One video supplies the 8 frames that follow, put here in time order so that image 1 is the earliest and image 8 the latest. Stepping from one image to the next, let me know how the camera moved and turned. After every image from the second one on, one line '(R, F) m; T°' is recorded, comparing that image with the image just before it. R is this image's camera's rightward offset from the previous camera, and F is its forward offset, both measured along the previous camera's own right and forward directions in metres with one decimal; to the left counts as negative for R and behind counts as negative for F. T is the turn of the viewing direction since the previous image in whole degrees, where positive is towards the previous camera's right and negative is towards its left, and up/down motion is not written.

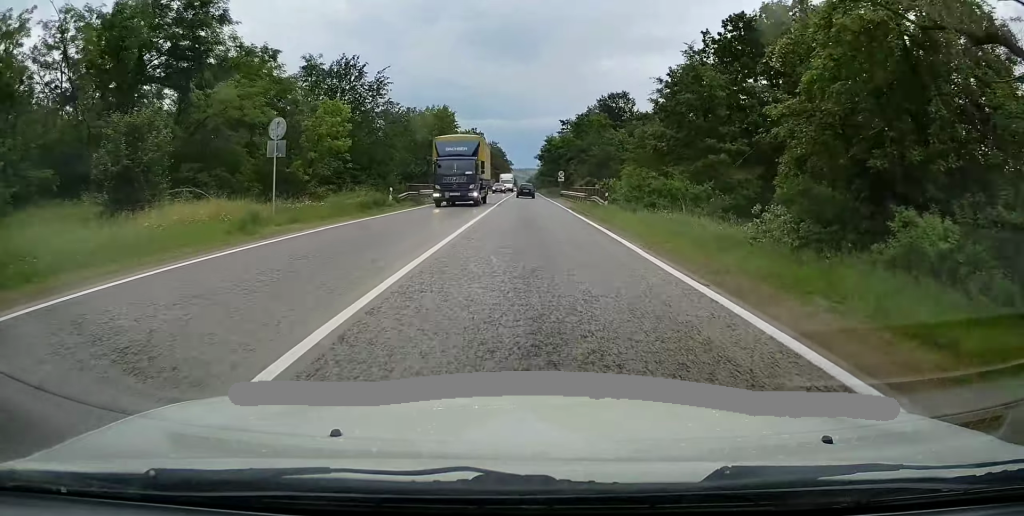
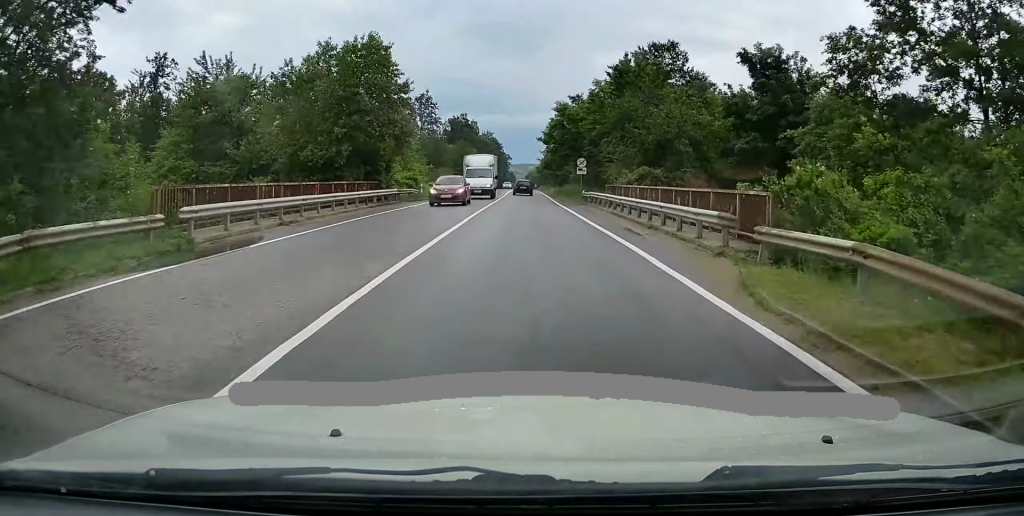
(0.0, +30.1) m; 0°
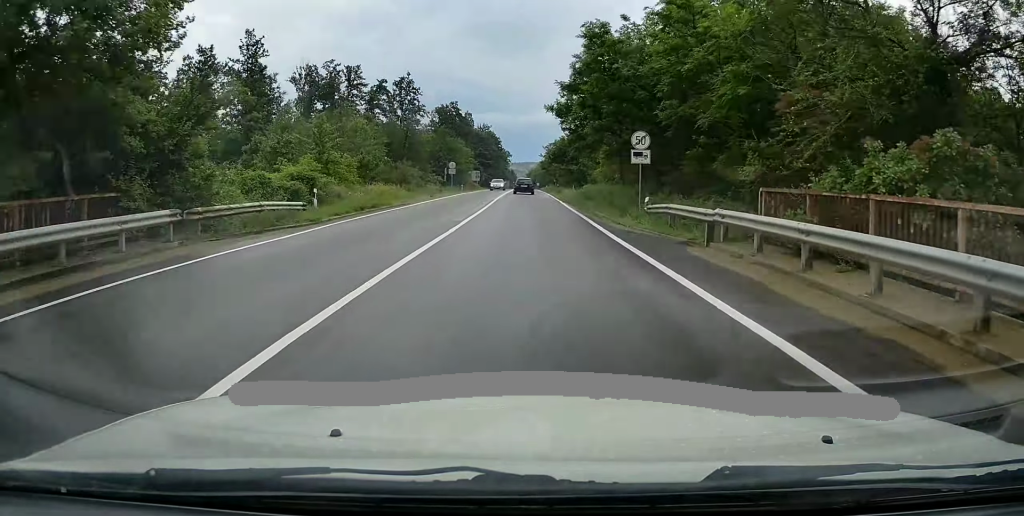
(0.0, +24.7) m; 0°
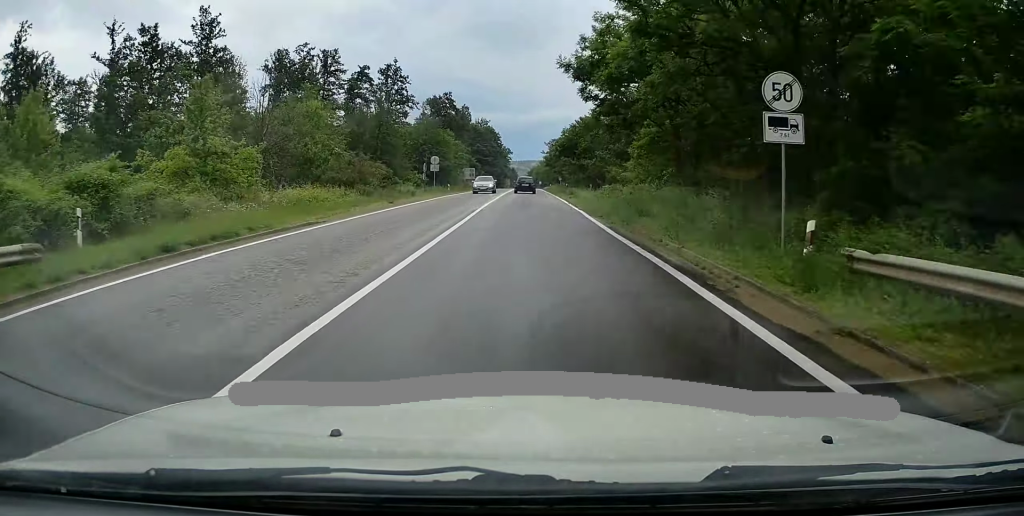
(0.0, +13.6) m; 0°
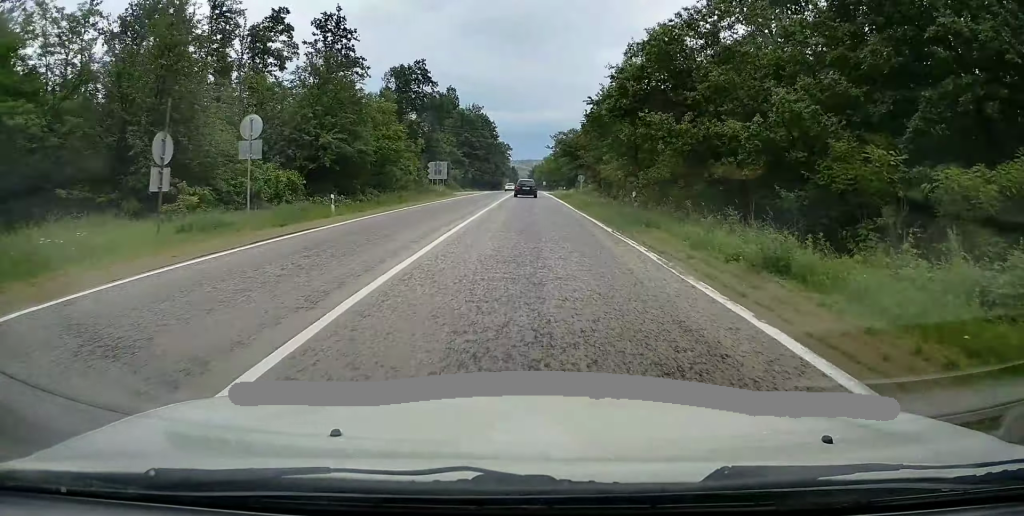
(0.0, +36.8) m; +1°
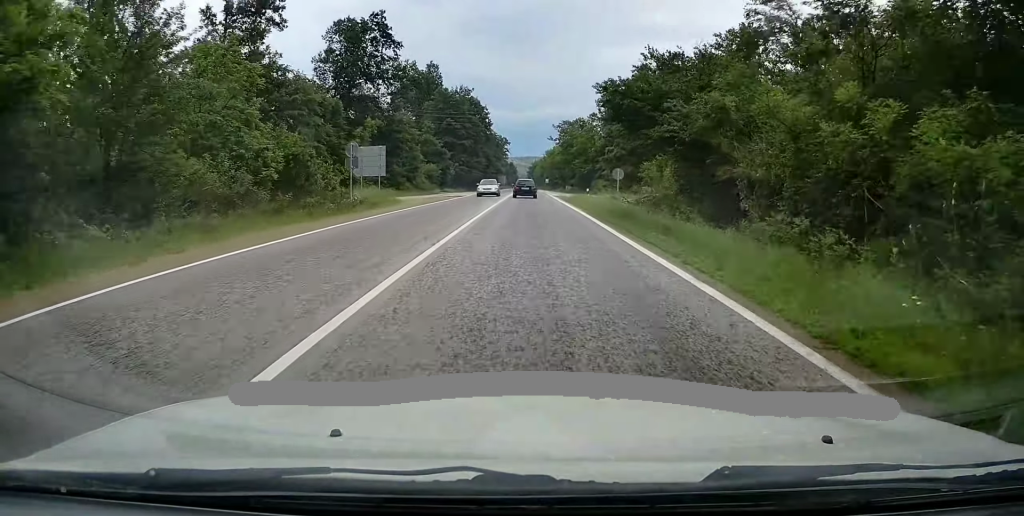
(+0.4, +27.9) m; 0°
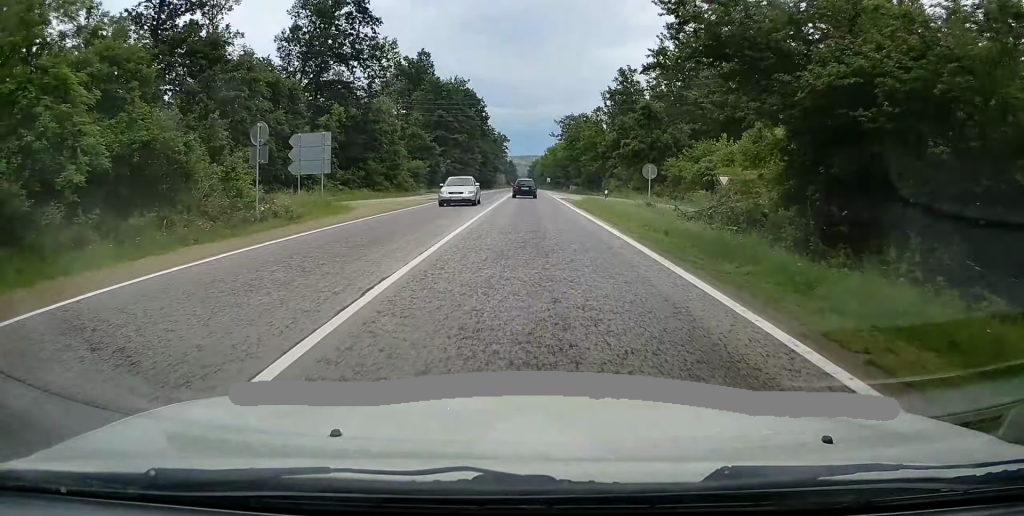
(-0.1, +10.4) m; 0°
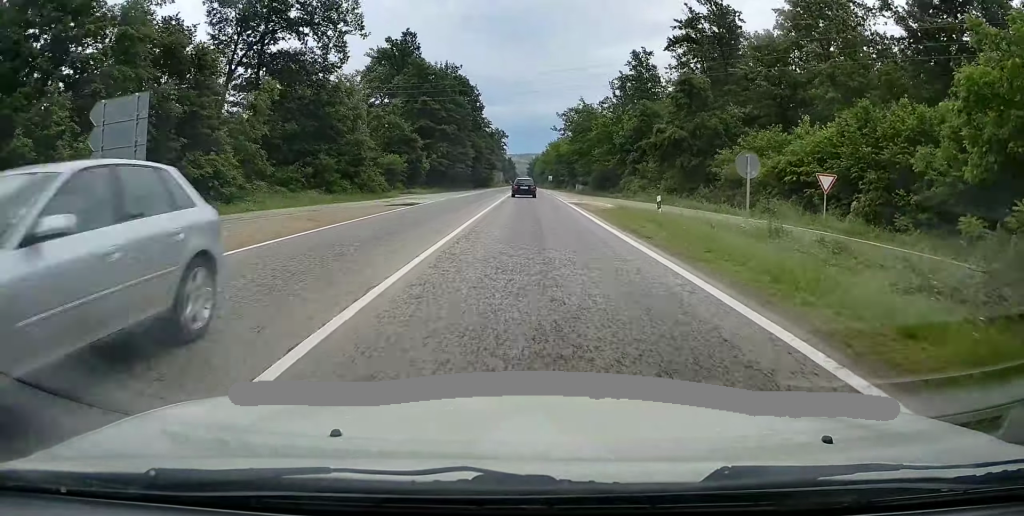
(-0.1, +13.6) m; 0°
